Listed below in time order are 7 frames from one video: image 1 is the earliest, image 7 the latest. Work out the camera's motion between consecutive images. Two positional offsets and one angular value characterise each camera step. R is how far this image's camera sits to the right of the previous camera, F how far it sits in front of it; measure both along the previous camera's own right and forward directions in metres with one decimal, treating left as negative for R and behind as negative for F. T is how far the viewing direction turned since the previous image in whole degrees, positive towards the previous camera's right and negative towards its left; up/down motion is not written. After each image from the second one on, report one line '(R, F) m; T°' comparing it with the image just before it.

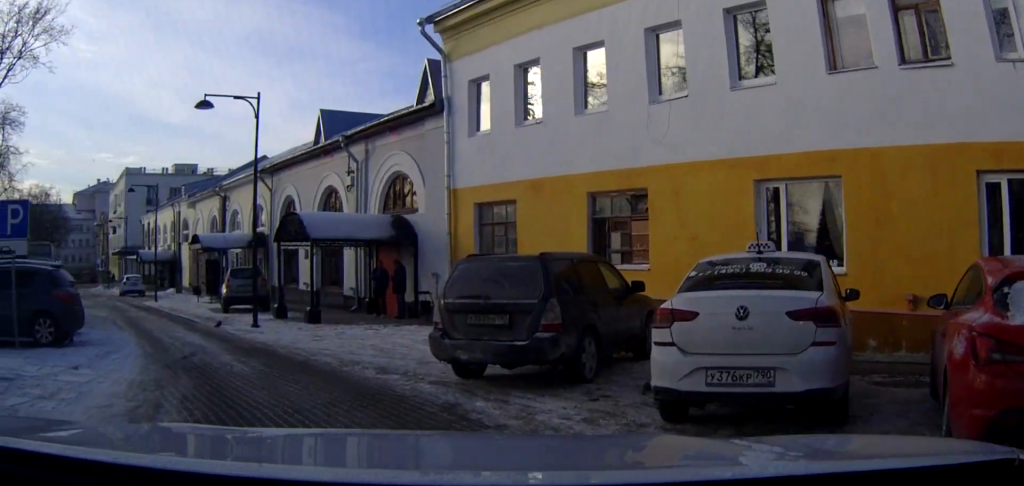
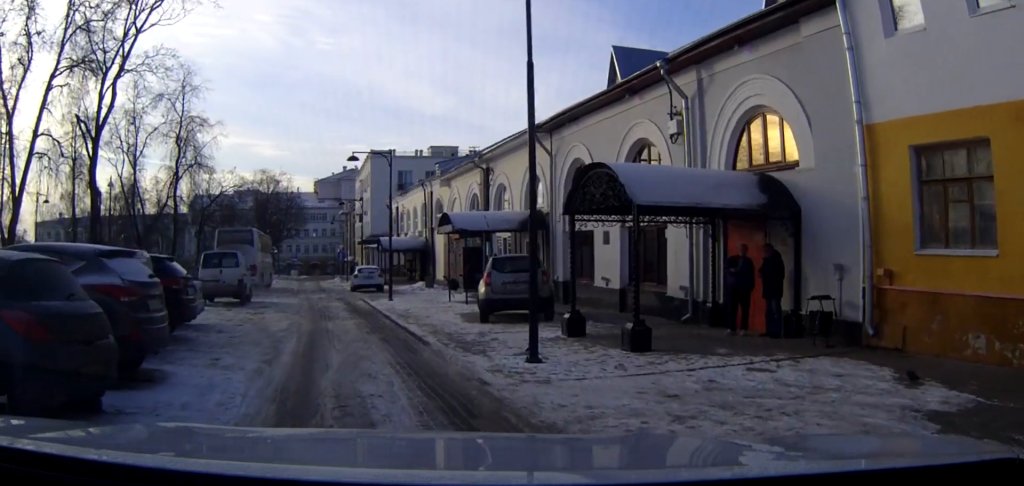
(-2.0, +8.3) m; -23°
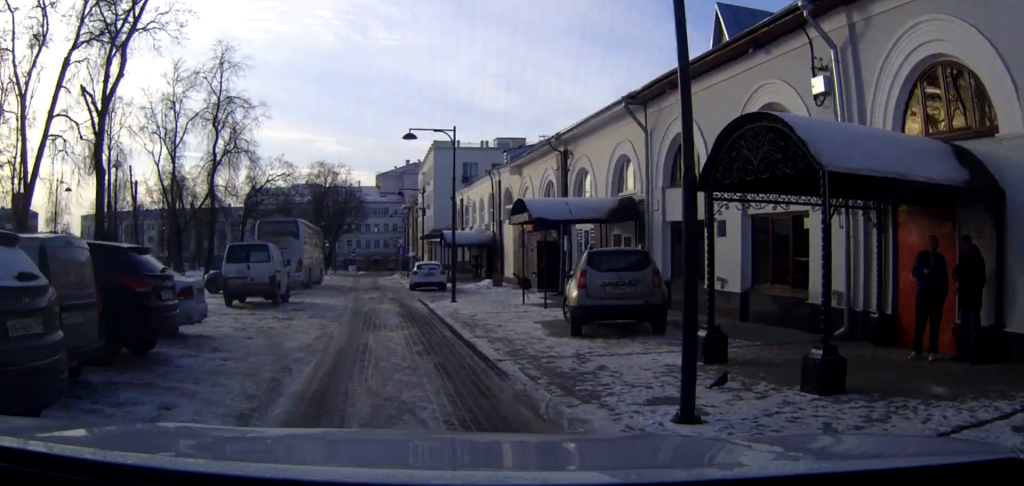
(-0.1, +4.4) m; -3°
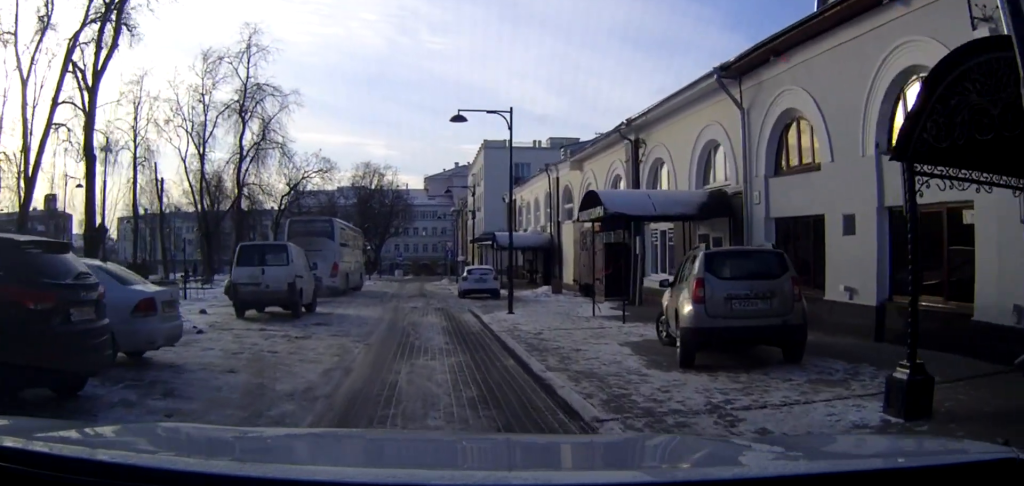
(-0.1, +3.9) m; -3°
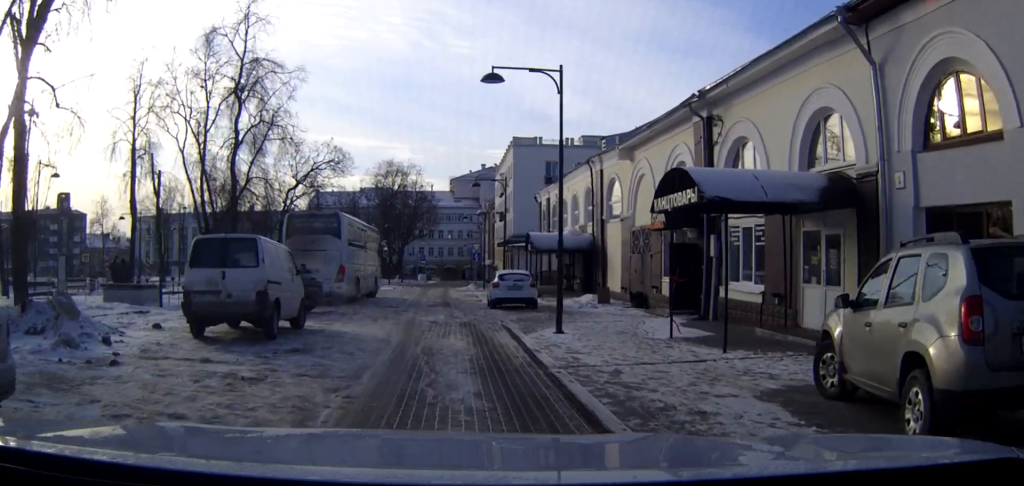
(-0.2, +5.0) m; -1°
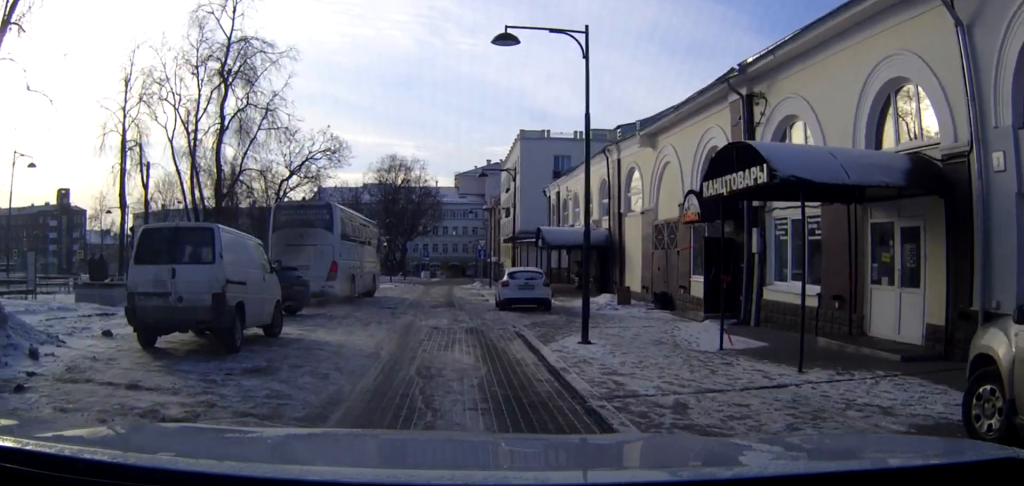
(0.0, +2.6) m; +1°
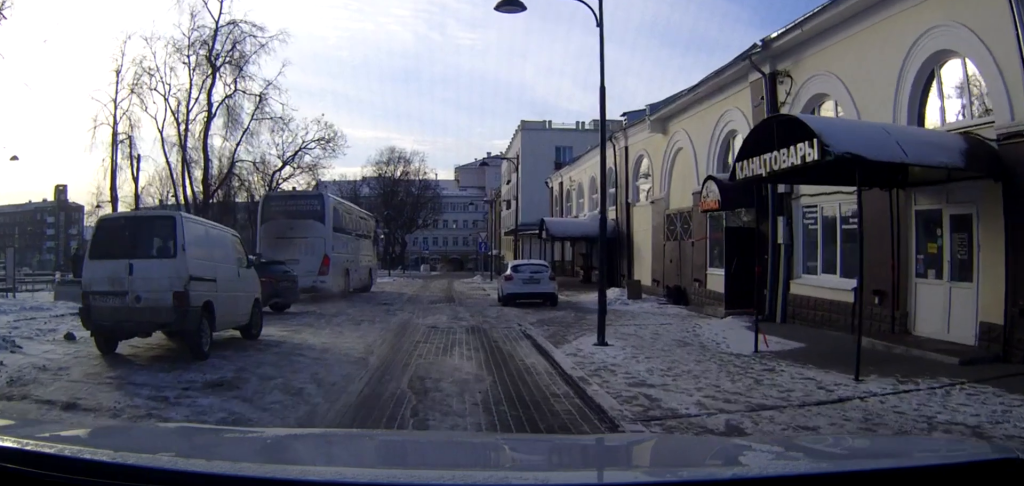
(0.0, +1.5) m; 0°
